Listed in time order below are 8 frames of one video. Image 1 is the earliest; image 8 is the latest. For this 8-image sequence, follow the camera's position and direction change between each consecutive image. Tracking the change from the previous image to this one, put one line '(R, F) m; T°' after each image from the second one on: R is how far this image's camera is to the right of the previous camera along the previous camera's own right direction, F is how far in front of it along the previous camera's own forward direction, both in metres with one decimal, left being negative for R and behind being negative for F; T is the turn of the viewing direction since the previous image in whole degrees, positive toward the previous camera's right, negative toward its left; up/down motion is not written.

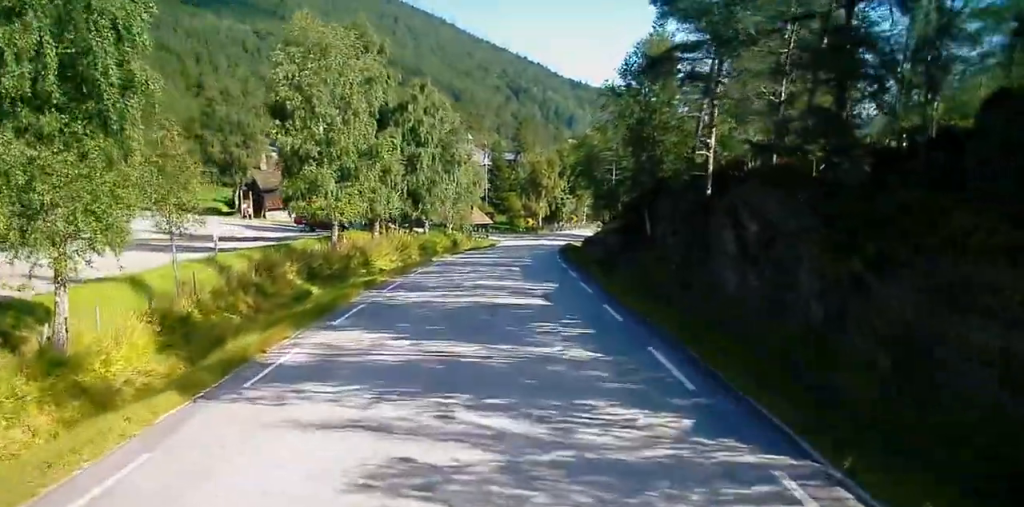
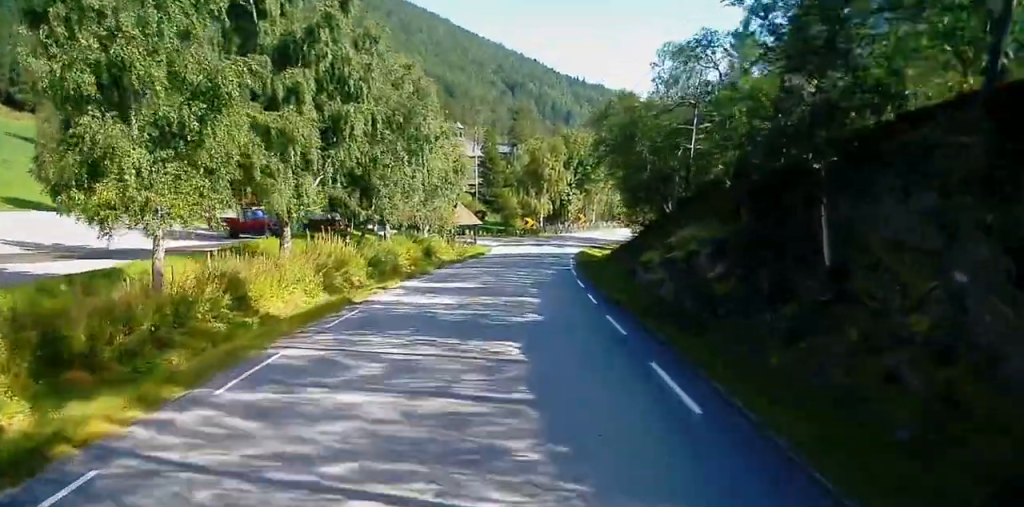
(0.0, +18.9) m; 0°
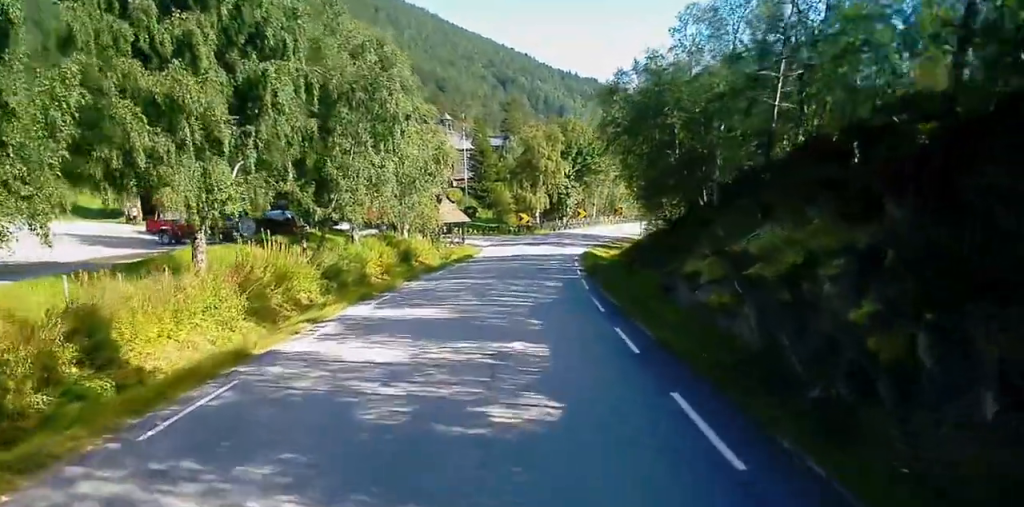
(0.0, +8.1) m; 0°
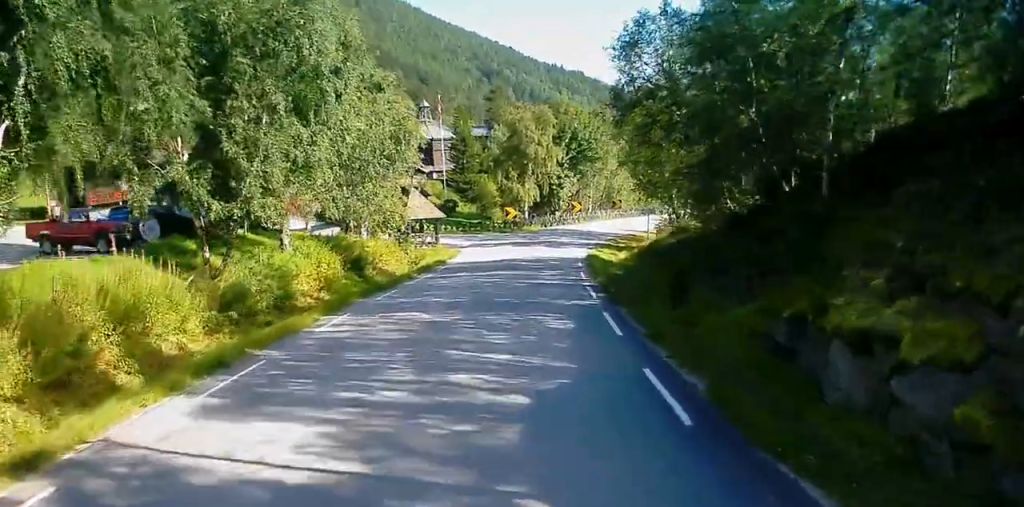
(0.0, +10.6) m; +1°
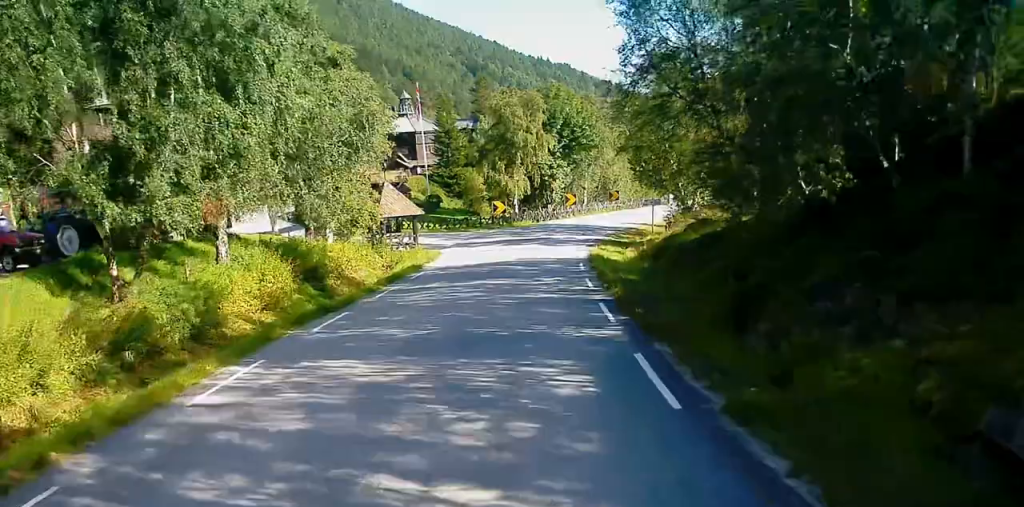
(-0.1, +5.9) m; +1°
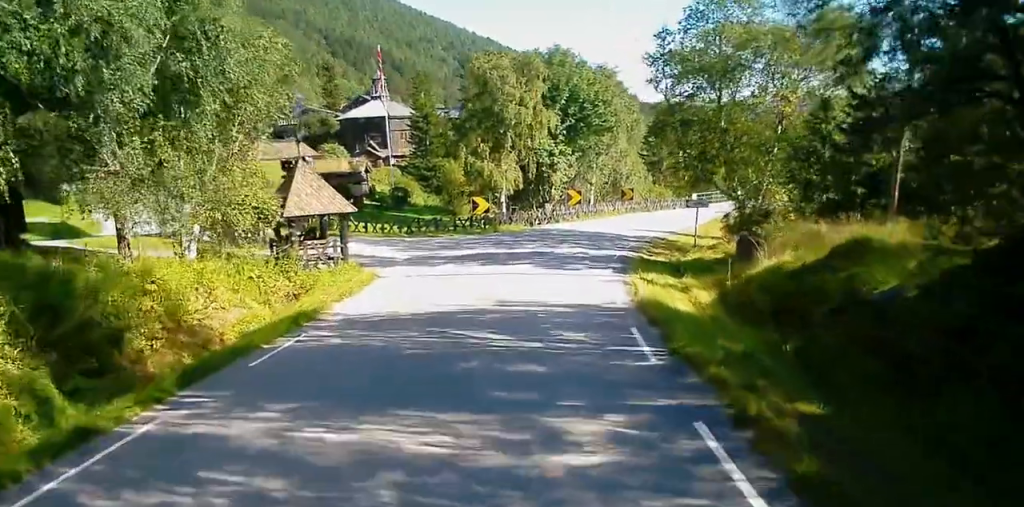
(+0.7, +15.5) m; +2°
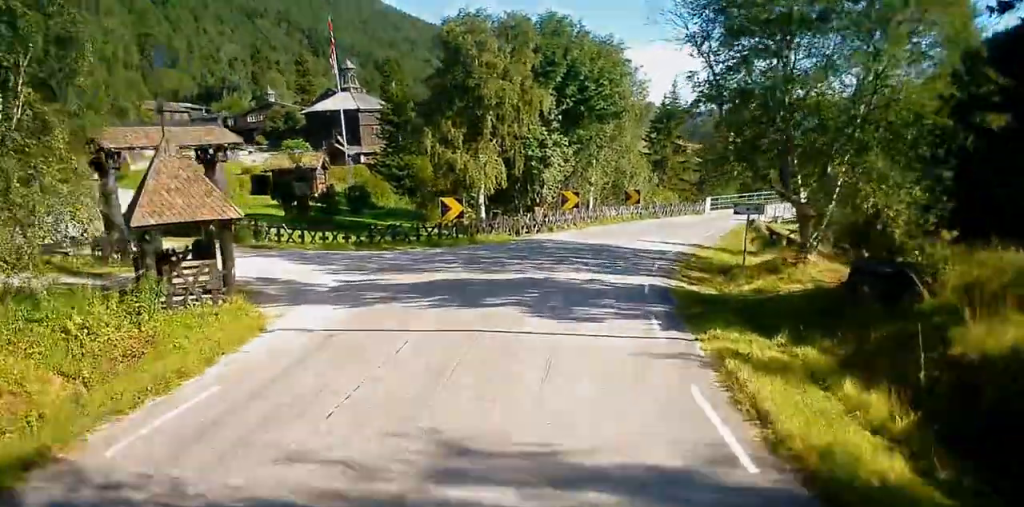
(-0.1, +10.3) m; -1°
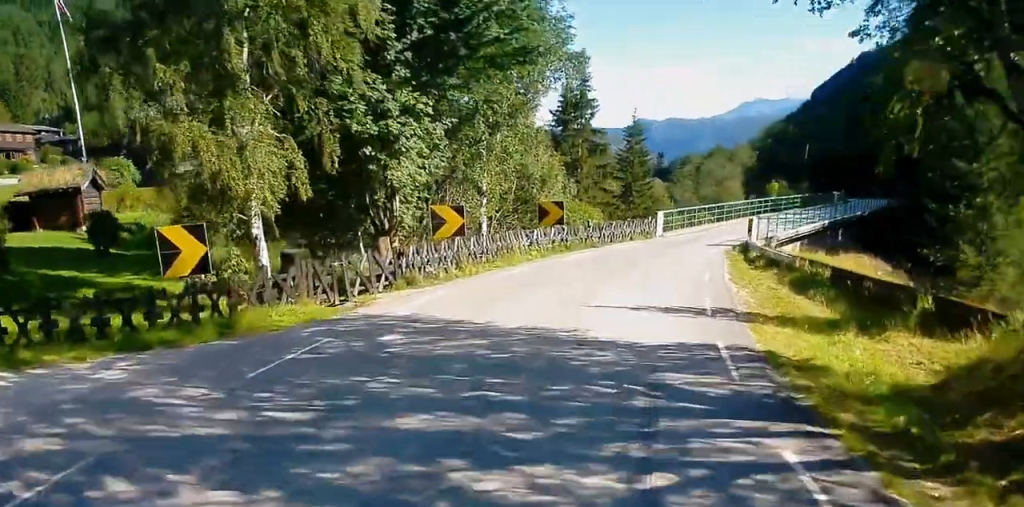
(+0.6, +19.8) m; +10°
